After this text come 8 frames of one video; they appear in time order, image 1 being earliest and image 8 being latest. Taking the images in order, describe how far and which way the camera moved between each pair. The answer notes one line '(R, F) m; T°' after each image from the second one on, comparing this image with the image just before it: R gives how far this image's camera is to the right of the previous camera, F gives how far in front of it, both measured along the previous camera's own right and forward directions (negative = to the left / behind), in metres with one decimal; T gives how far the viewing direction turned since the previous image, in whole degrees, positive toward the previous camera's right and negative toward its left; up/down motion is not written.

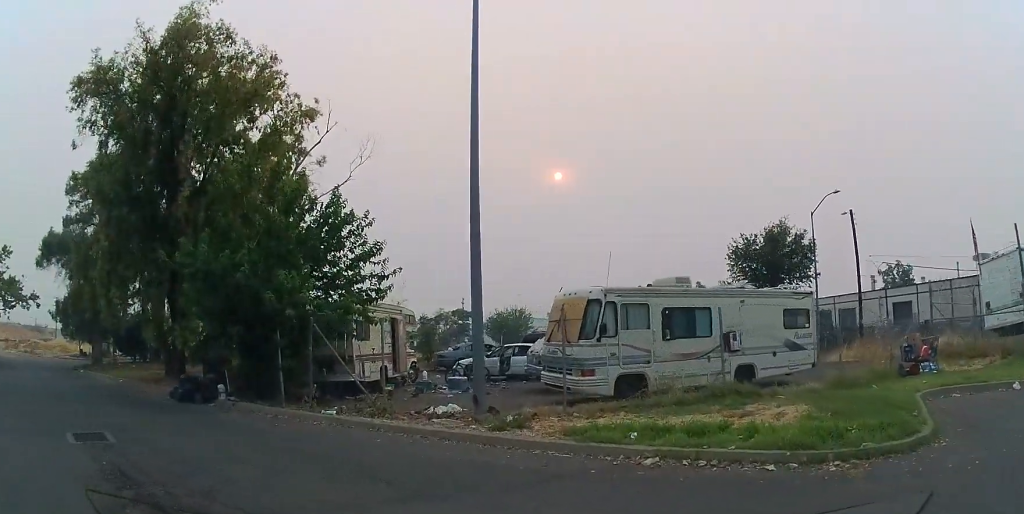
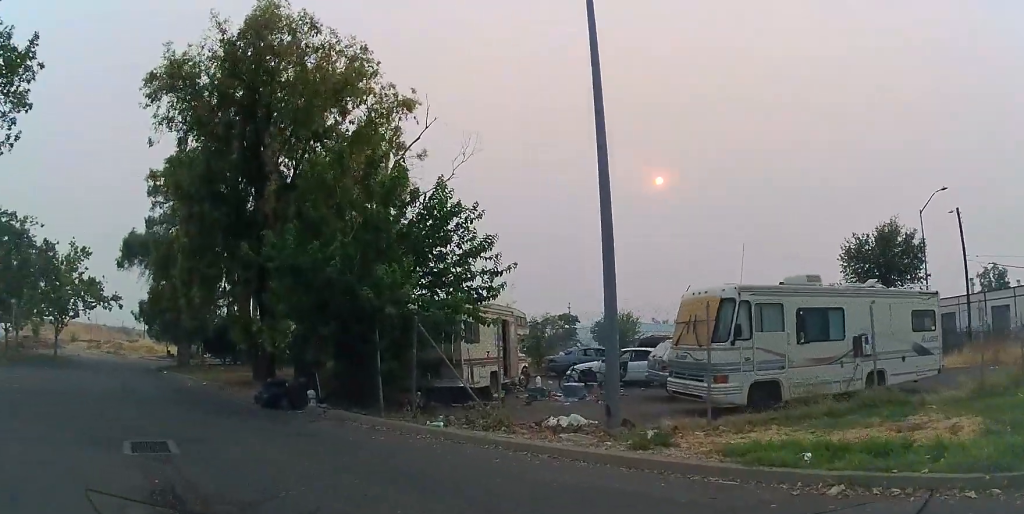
(-0.2, +1.3) m; -5°
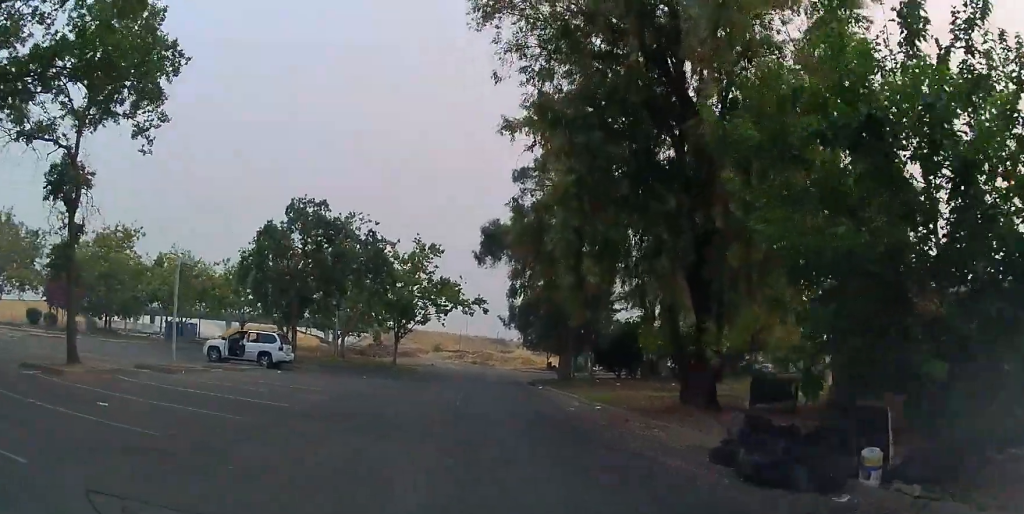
(-1.3, +6.4) m; -20°
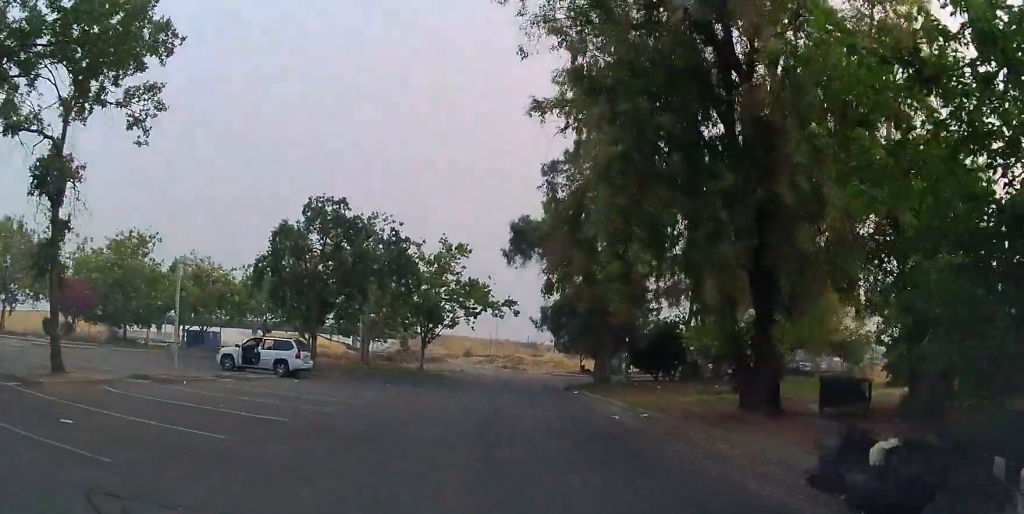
(0.0, +1.7) m; -1°
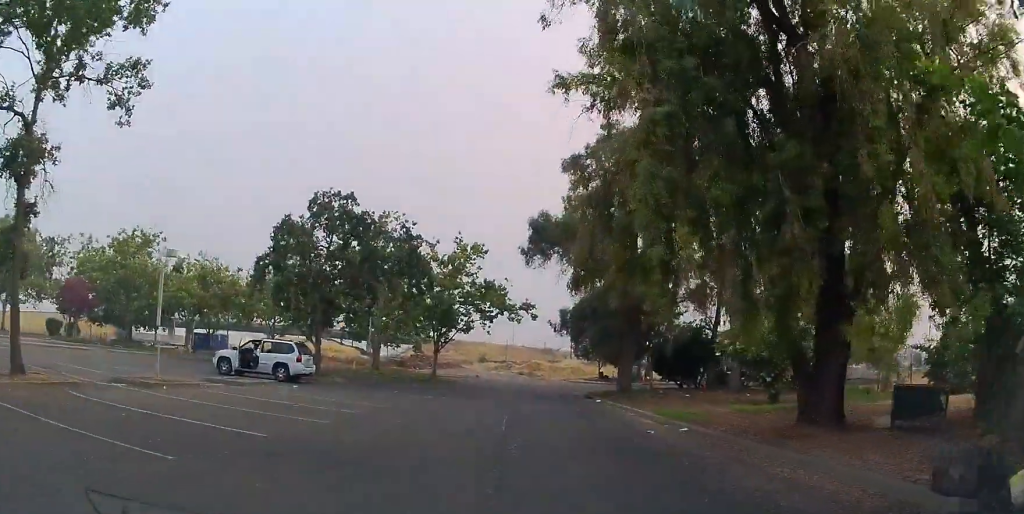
(0.0, +1.8) m; -1°
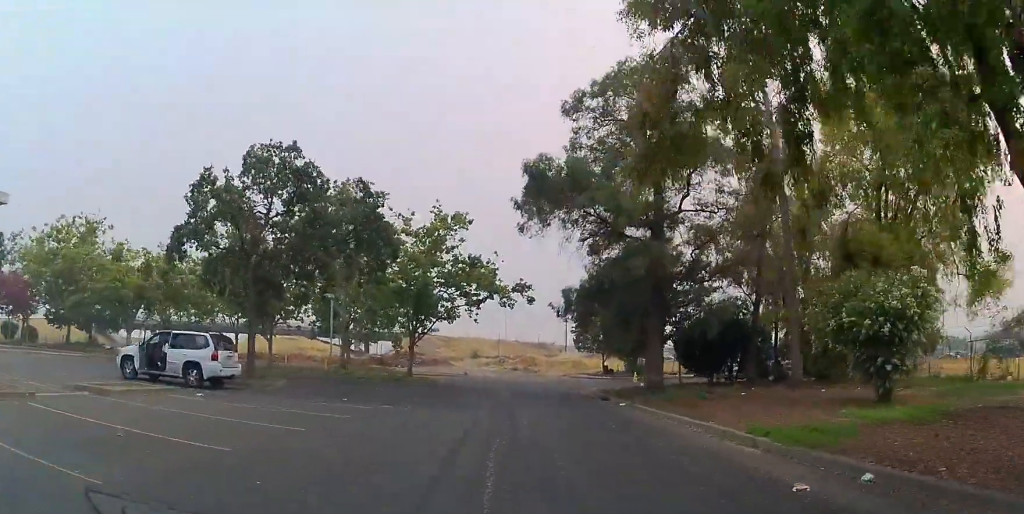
(-0.3, +6.8) m; 0°
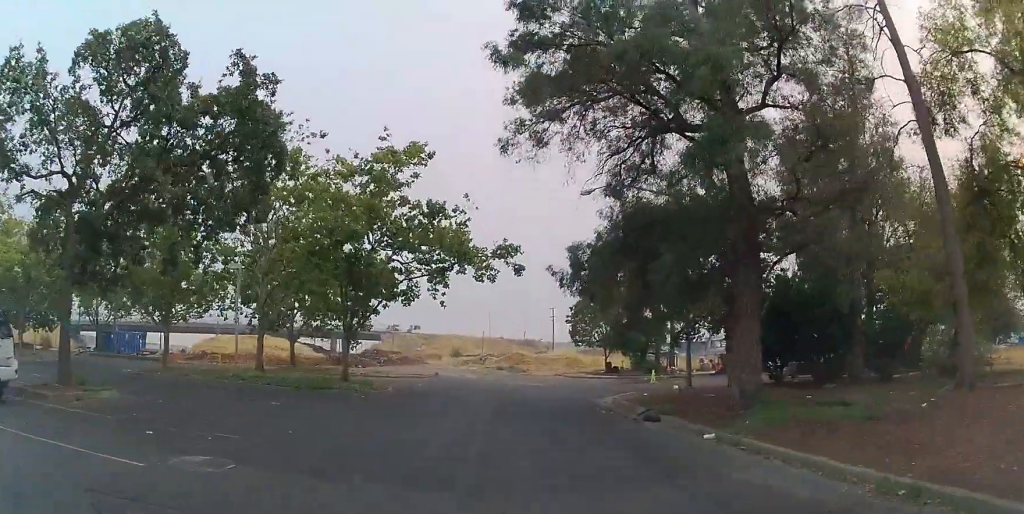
(+0.5, +9.2) m; +3°
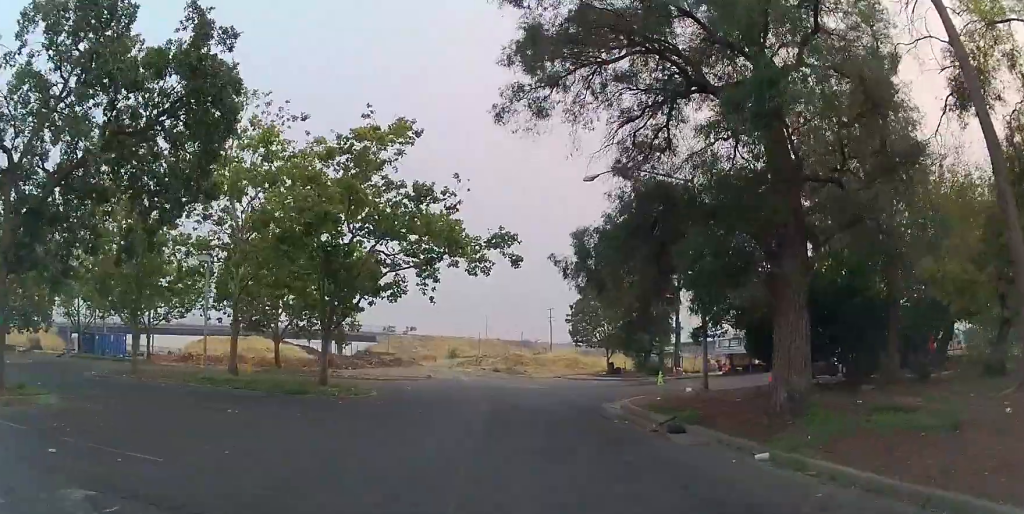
(0.0, +2.3) m; -1°
